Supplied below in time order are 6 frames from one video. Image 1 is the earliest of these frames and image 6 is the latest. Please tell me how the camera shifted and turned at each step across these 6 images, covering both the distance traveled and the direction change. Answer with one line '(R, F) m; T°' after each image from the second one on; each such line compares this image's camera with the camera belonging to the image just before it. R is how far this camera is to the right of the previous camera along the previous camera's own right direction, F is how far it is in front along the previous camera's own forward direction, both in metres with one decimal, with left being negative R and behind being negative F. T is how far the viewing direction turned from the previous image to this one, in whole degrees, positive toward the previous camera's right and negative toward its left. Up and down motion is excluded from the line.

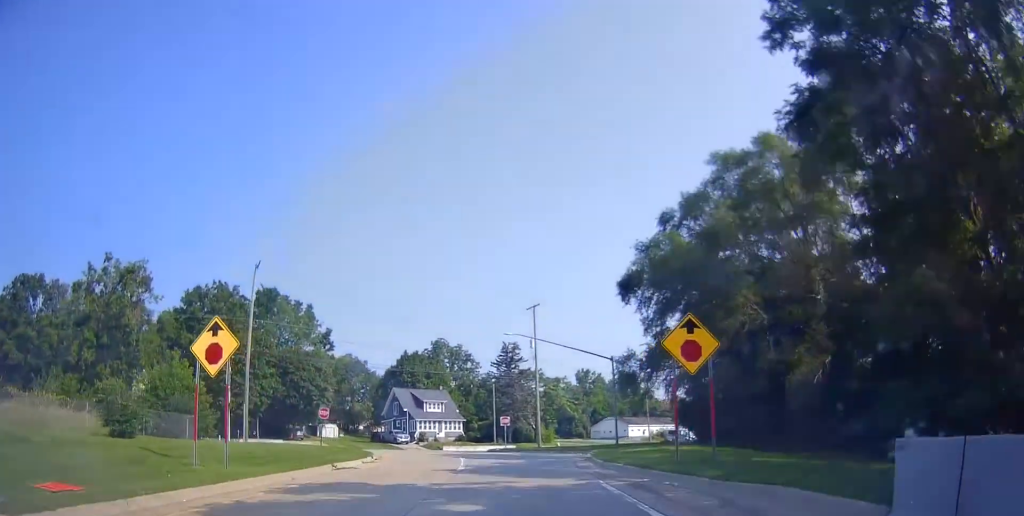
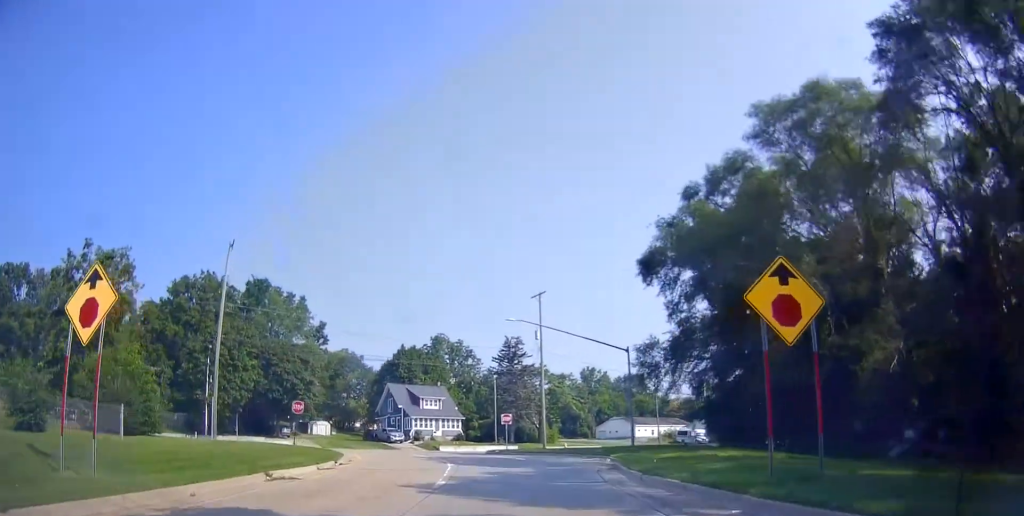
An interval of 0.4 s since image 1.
(-0.3, +5.9) m; -1°
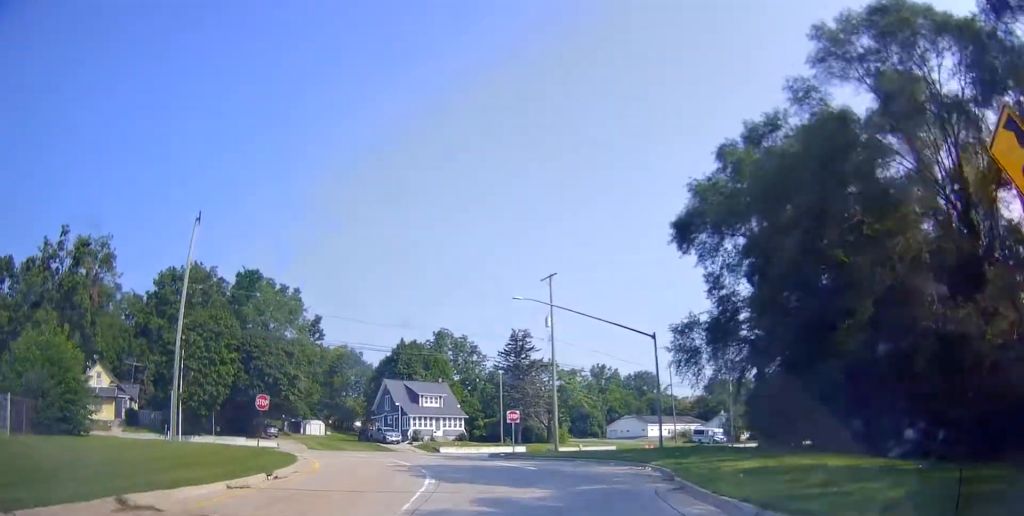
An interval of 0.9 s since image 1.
(0.0, +6.6) m; 0°
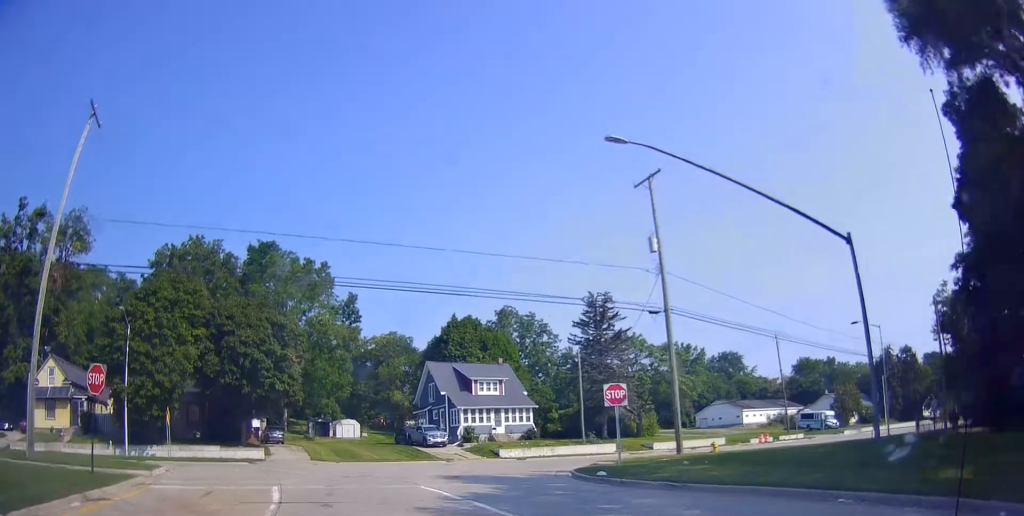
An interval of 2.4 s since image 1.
(+0.1, +19.6) m; -2°
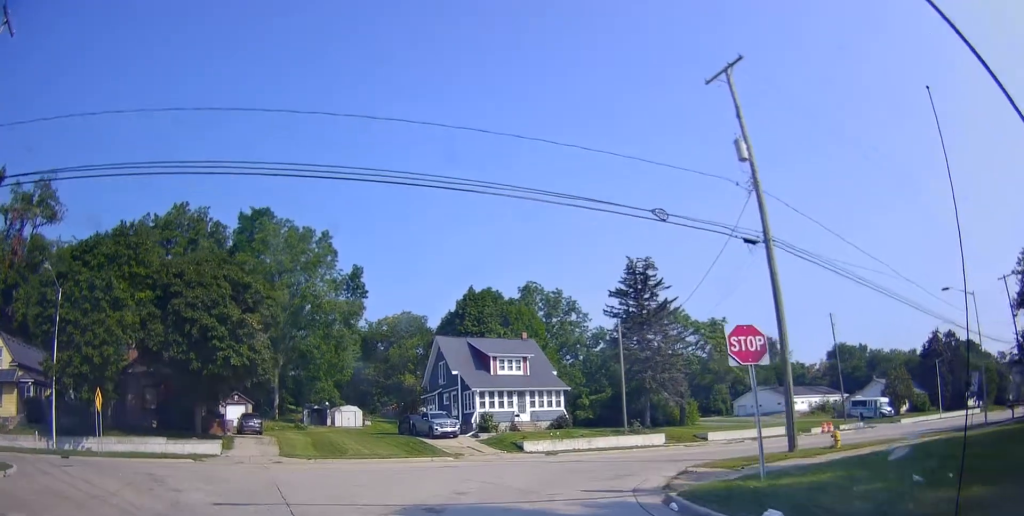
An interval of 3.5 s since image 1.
(-0.5, +12.6) m; -6°
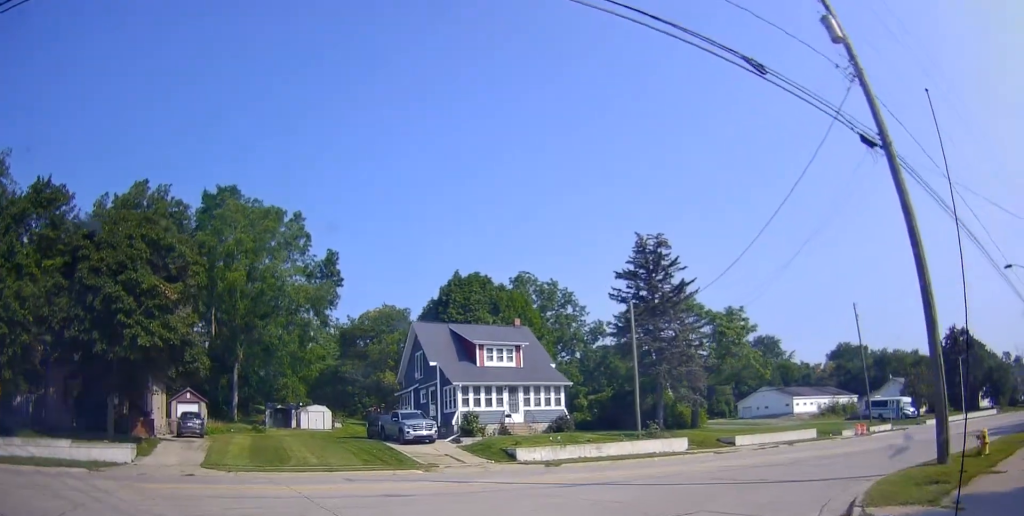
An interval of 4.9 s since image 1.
(-0.5, +10.6) m; +1°
